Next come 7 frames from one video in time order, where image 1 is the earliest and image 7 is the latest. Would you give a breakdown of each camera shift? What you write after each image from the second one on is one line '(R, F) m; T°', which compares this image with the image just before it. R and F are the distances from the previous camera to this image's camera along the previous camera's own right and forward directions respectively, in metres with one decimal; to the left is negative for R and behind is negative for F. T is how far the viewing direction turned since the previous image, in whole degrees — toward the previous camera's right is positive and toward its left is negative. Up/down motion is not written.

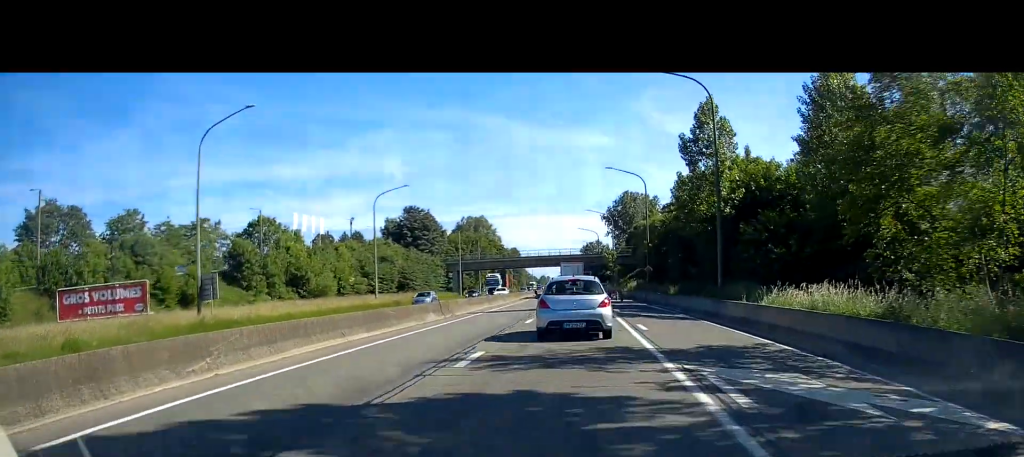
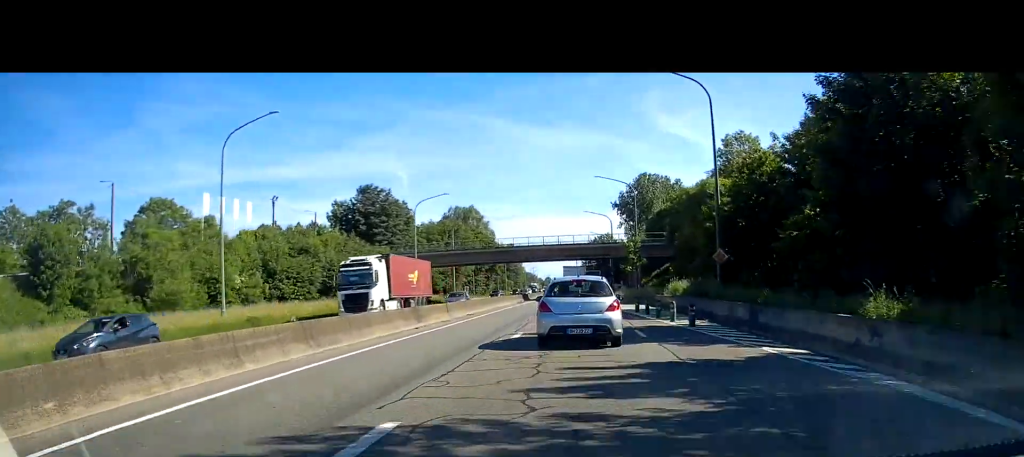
(-0.3, +31.8) m; 0°
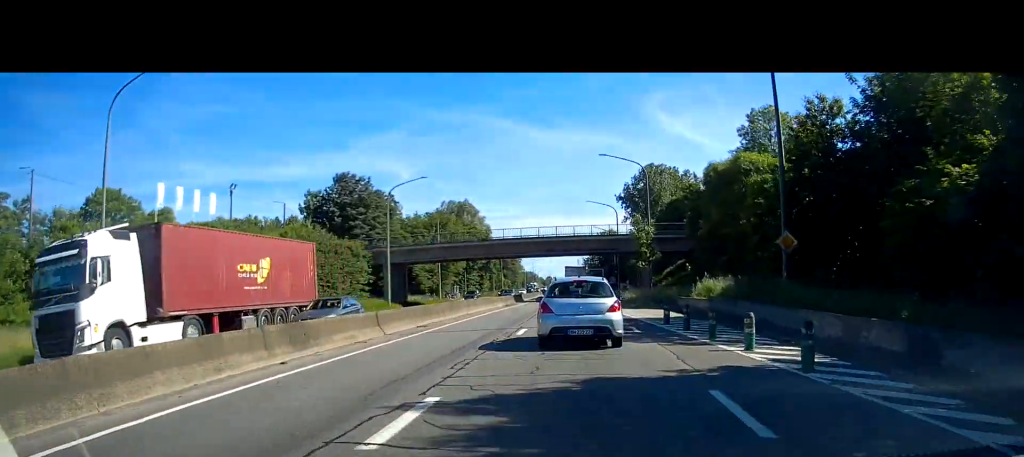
(0.0, +11.2) m; 0°
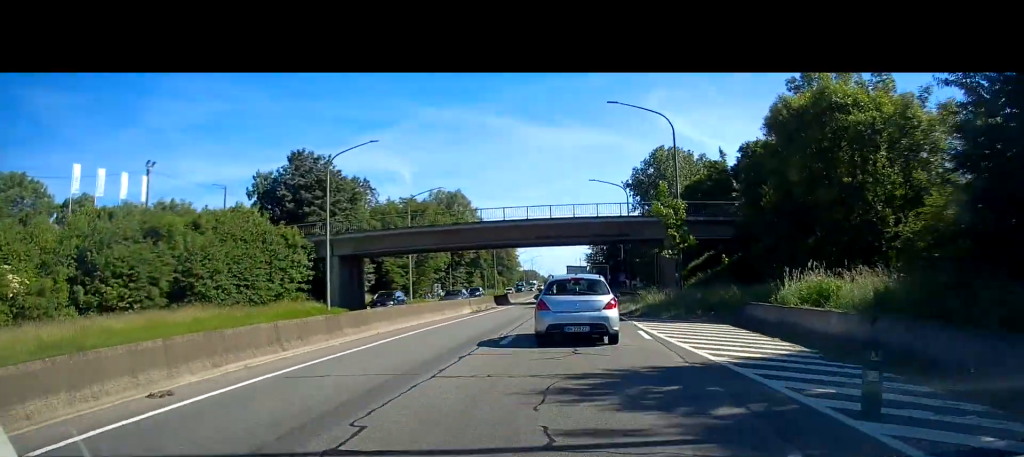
(-0.1, +15.9) m; -1°
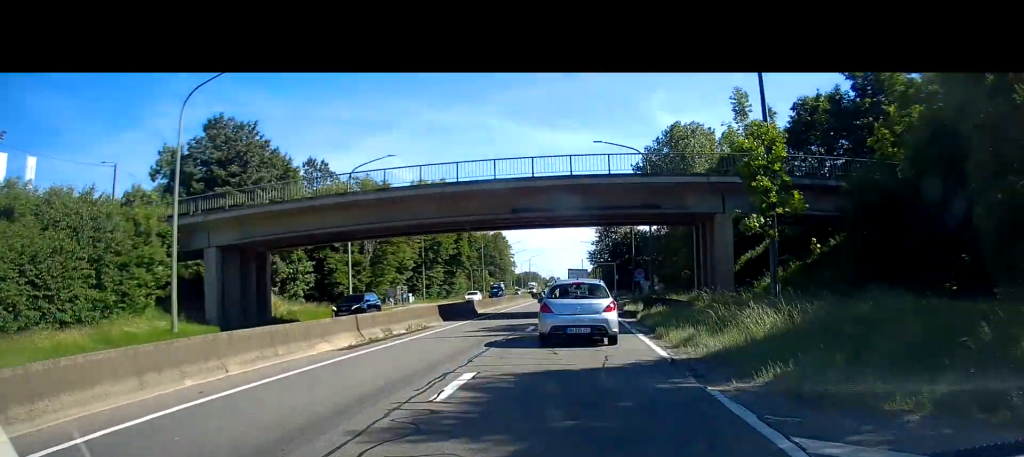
(-0.1, +19.4) m; 0°
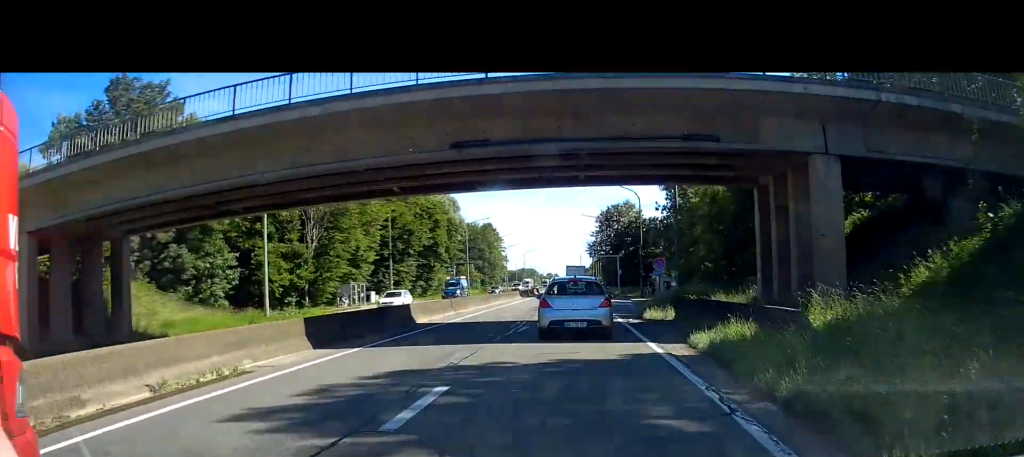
(0.0, +14.1) m; 0°
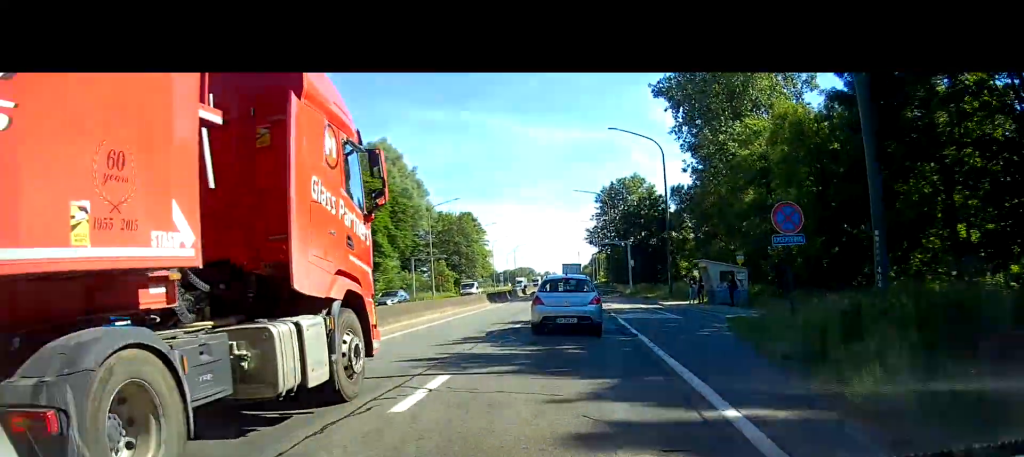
(0.0, +23.7) m; 0°
